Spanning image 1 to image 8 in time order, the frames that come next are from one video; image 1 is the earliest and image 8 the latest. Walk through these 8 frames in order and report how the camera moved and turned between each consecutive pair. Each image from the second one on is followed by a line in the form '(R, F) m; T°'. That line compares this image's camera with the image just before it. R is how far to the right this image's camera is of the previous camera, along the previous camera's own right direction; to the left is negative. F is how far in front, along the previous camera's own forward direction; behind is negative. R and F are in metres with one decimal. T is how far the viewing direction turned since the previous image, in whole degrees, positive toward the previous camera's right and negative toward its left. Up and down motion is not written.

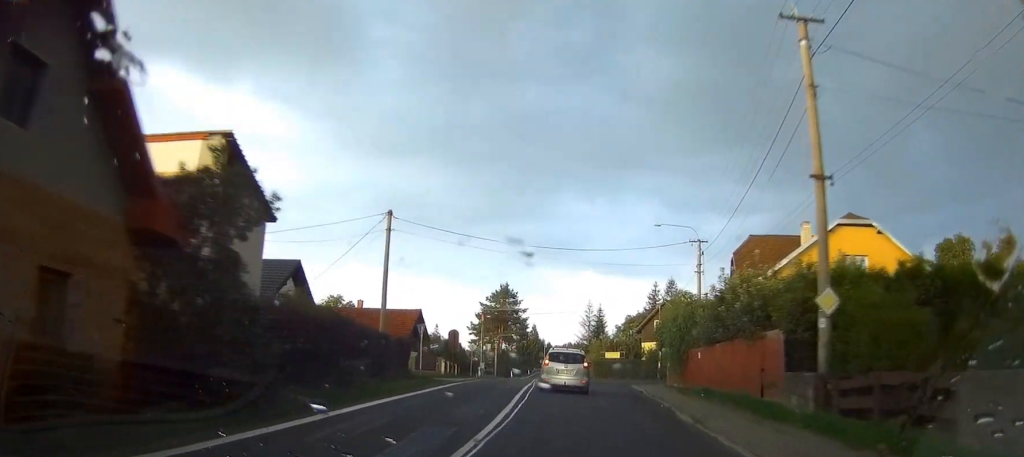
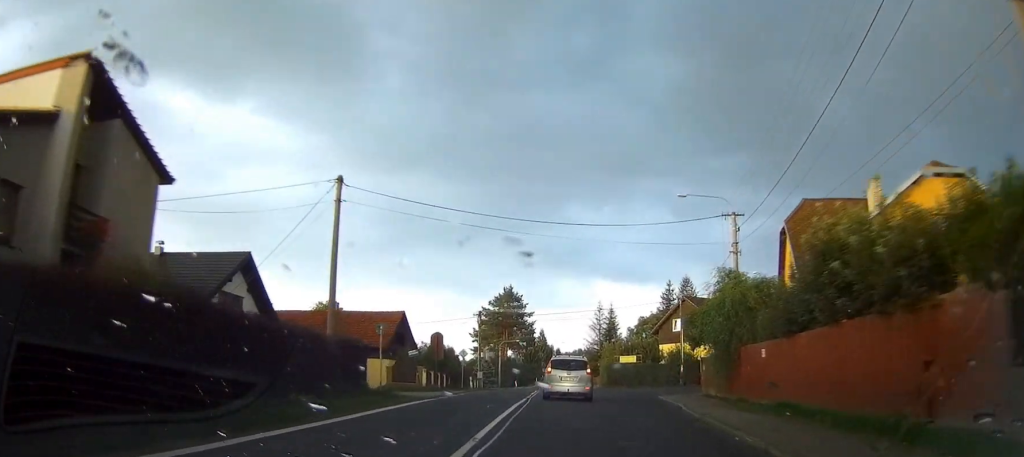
(0.0, +8.8) m; 0°
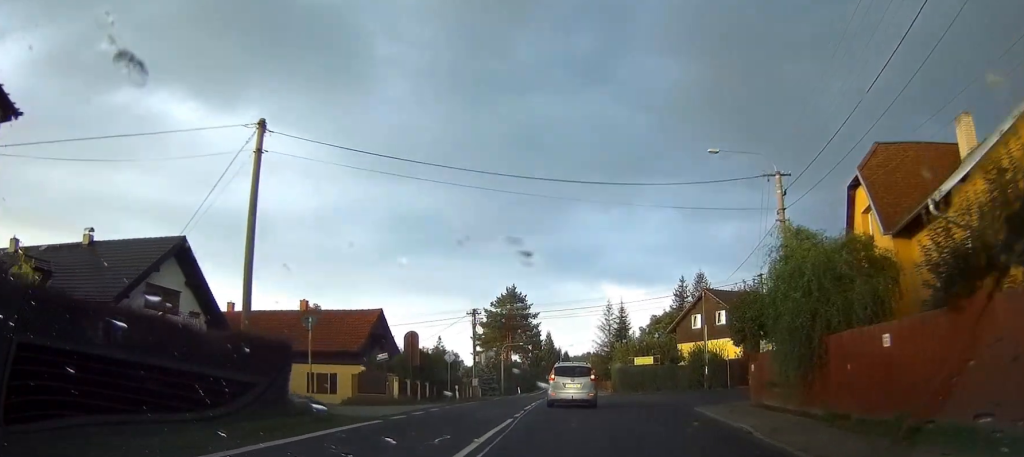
(0.0, +8.4) m; 0°
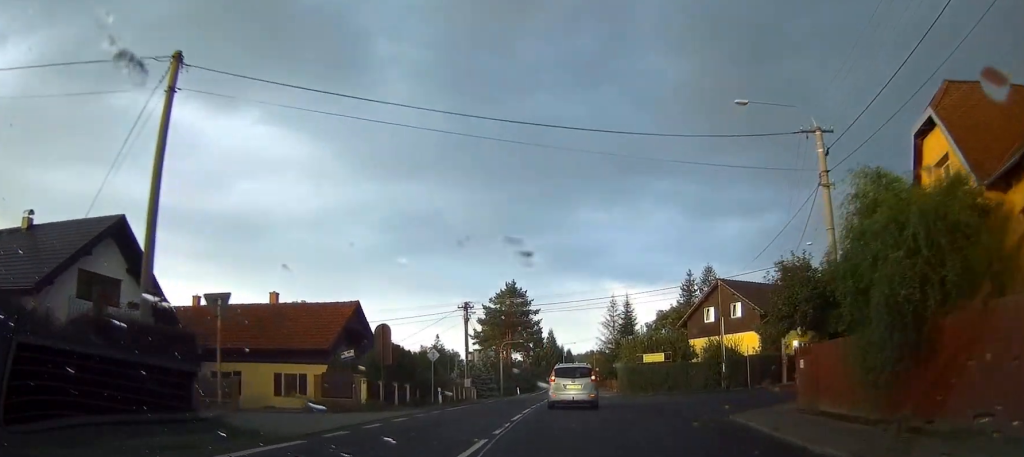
(0.0, +5.7) m; 0°
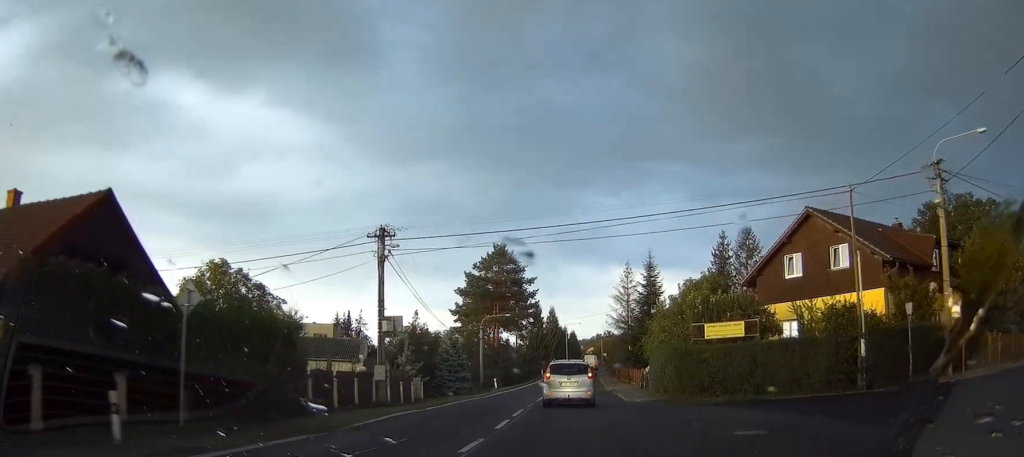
(0.0, +24.5) m; 0°
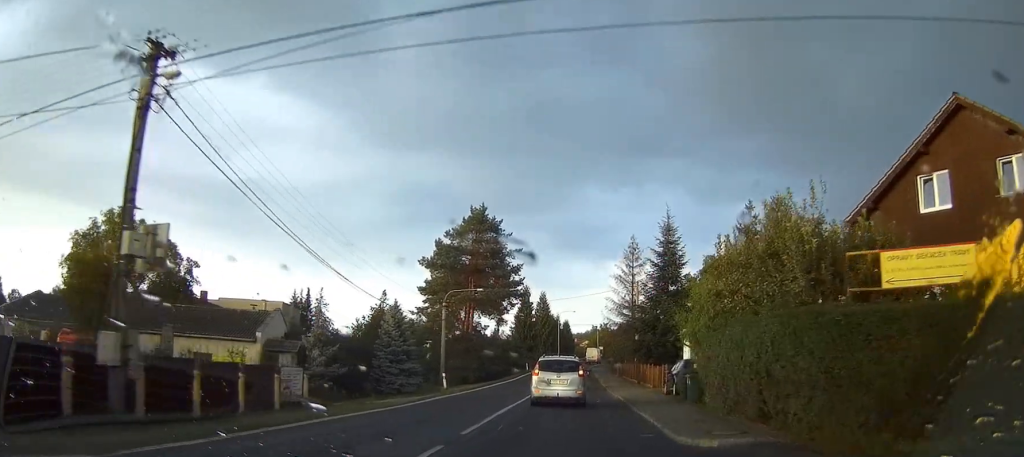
(0.0, +16.8) m; 0°
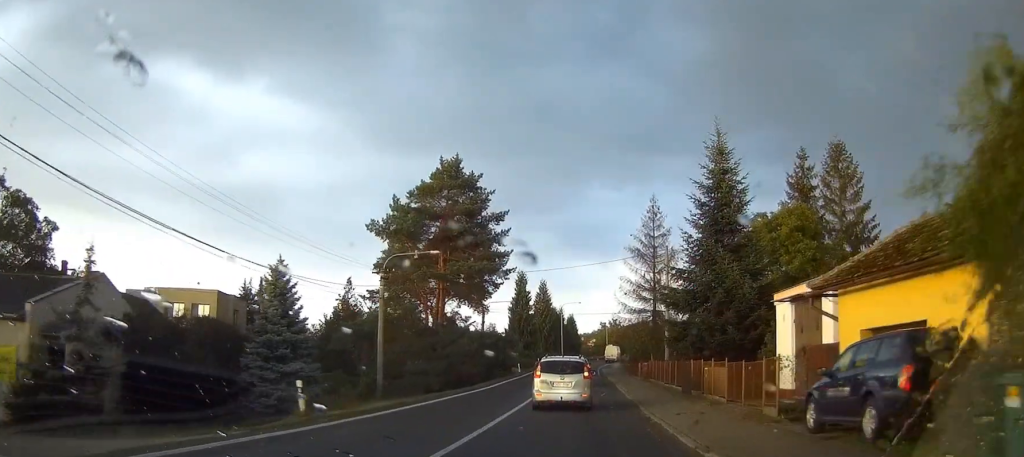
(0.0, +17.6) m; 0°
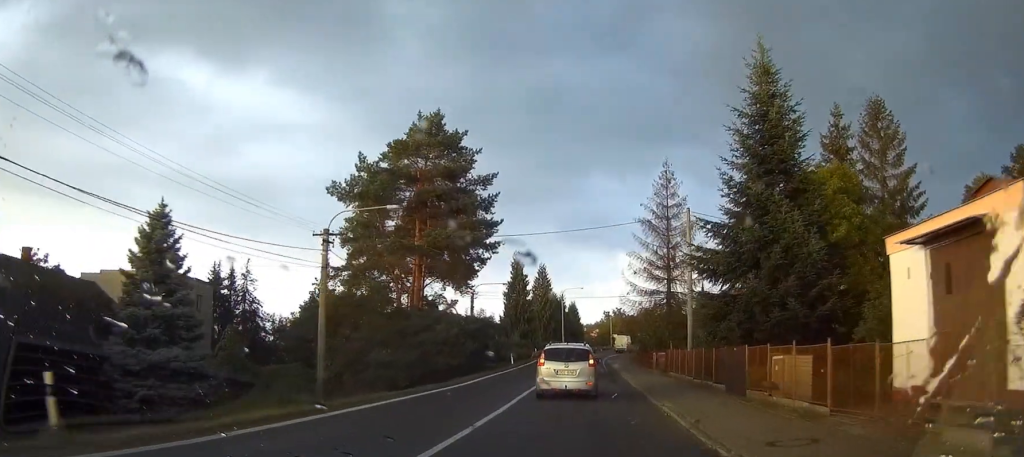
(0.0, +8.0) m; 0°
